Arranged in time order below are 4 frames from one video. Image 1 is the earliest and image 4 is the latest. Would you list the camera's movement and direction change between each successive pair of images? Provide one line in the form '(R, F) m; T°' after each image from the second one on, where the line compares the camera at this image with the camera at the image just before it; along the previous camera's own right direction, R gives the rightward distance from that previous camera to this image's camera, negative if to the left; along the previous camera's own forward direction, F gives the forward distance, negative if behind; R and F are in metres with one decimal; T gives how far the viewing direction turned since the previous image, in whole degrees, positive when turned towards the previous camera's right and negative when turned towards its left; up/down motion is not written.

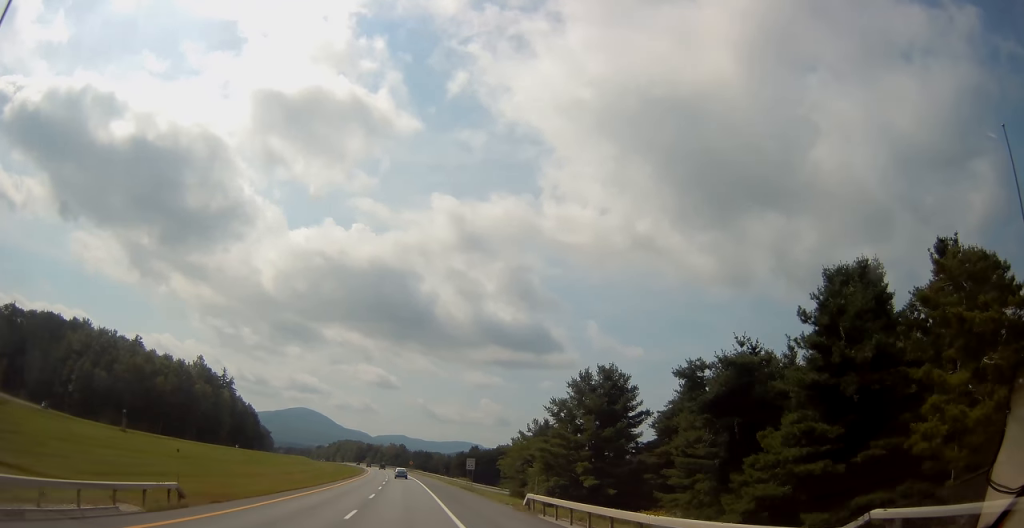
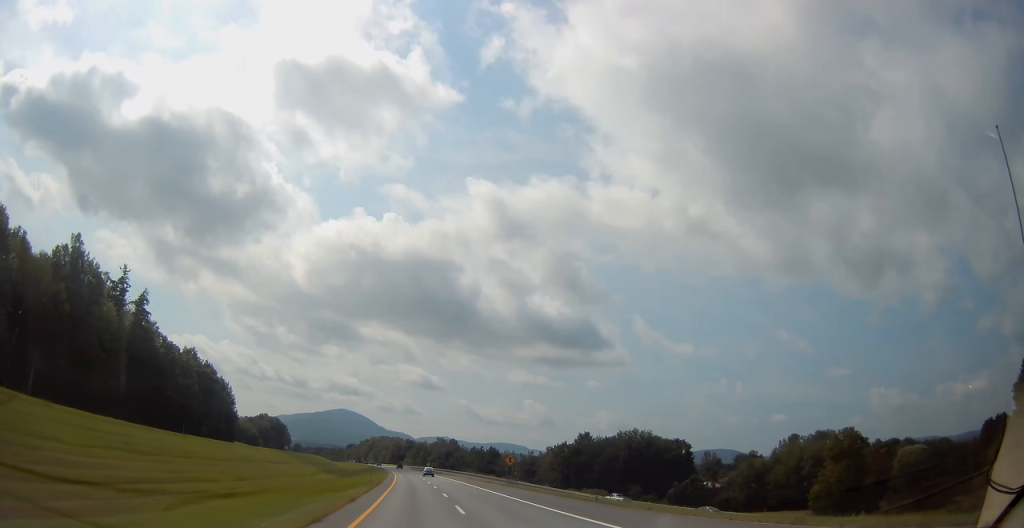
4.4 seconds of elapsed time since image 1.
(-6.4, +108.5) m; -4°
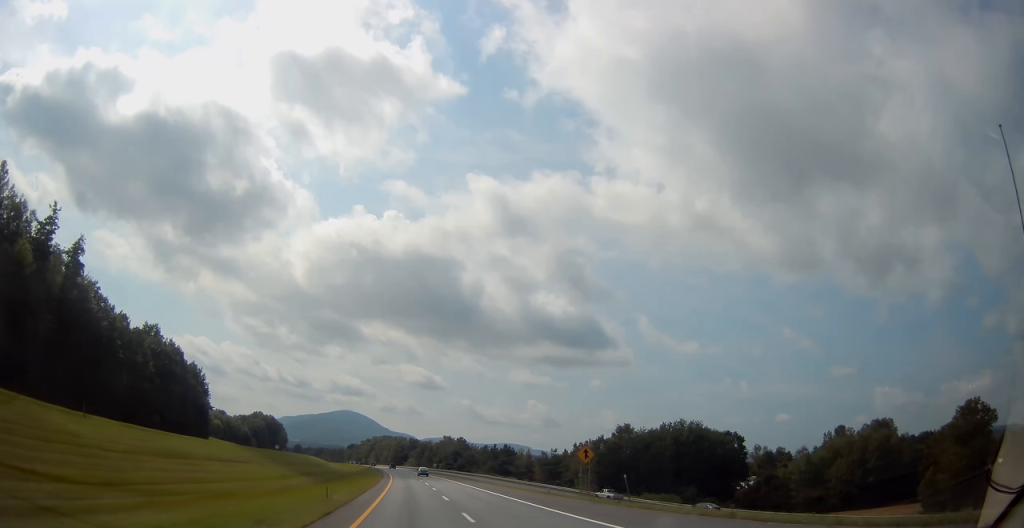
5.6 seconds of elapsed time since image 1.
(+0.3, +28.2) m; 0°
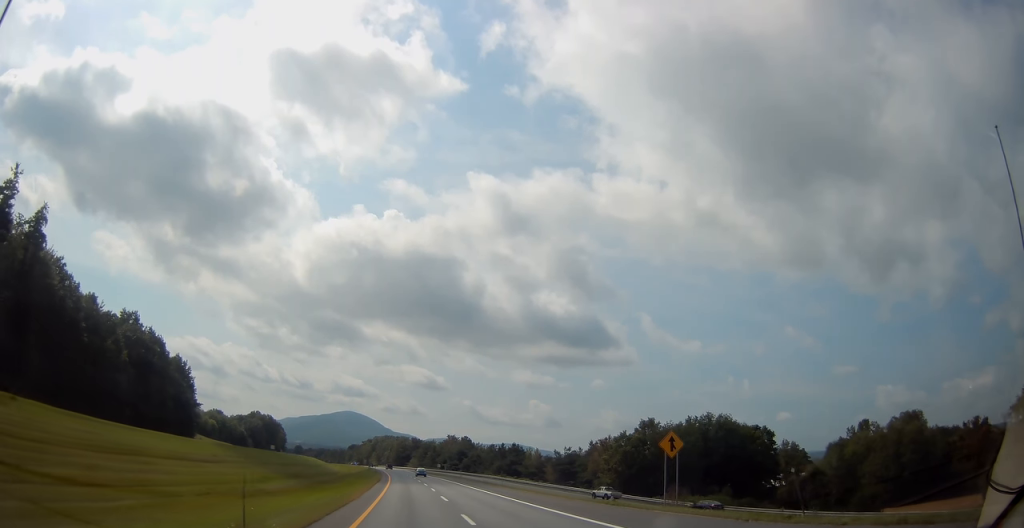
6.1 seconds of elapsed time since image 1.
(-0.2, +12.8) m; 0°
